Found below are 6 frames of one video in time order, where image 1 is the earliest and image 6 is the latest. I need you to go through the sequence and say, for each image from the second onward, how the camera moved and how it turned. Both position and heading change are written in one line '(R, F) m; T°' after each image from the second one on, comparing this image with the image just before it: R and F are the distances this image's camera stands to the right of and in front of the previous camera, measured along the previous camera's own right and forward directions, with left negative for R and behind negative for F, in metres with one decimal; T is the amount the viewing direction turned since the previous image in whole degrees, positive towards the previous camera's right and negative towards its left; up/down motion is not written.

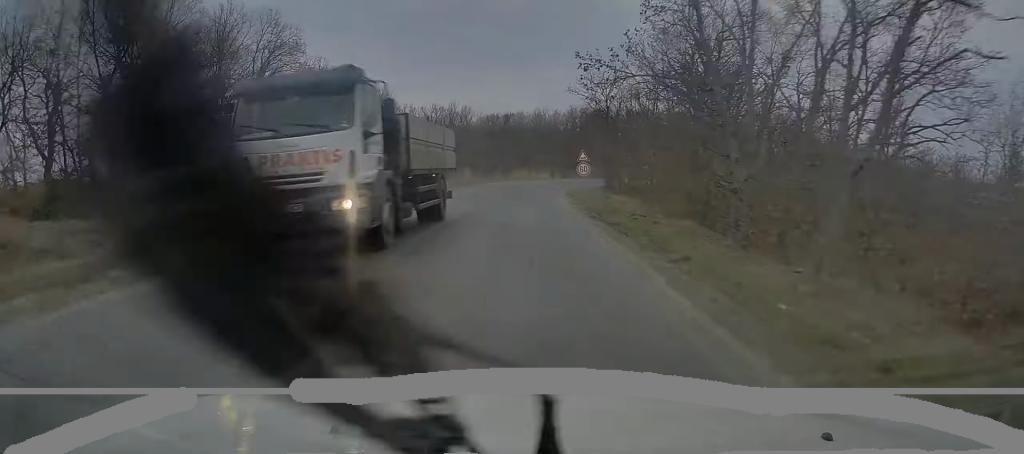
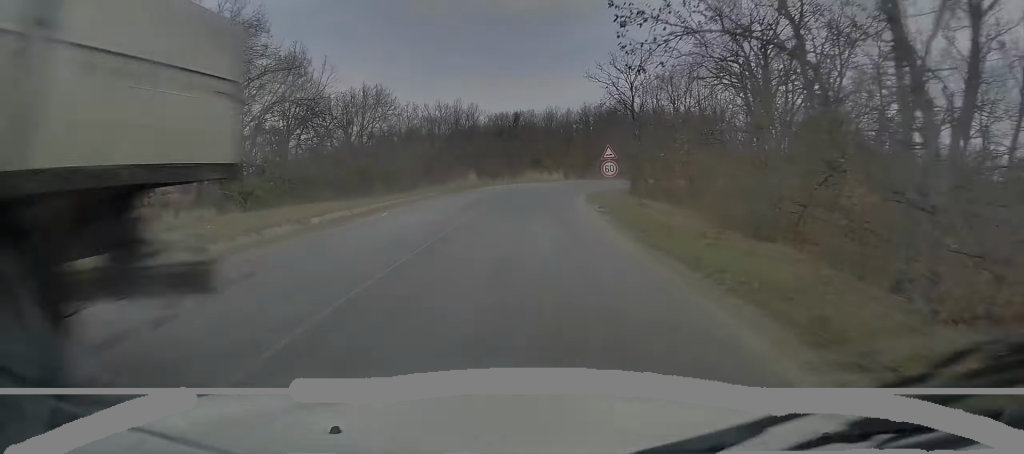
(0.0, +6.2) m; -1°
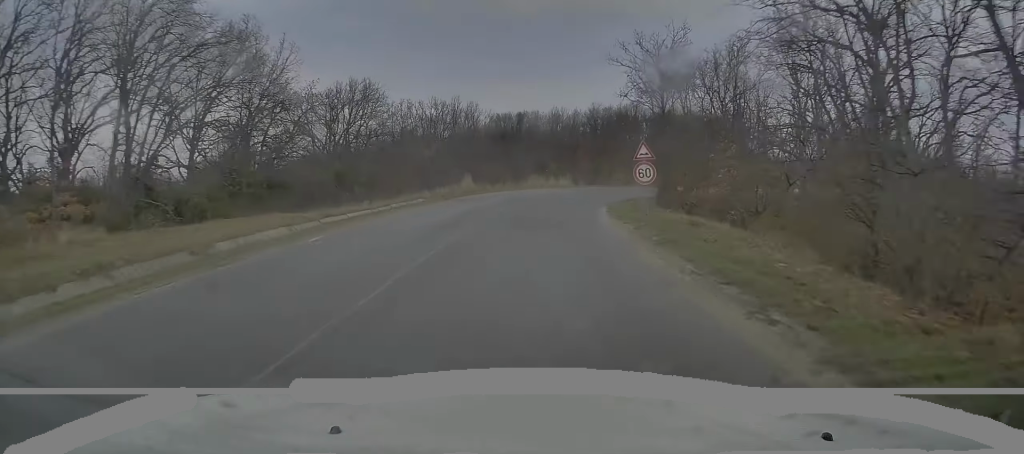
(-0.1, +7.6) m; 0°
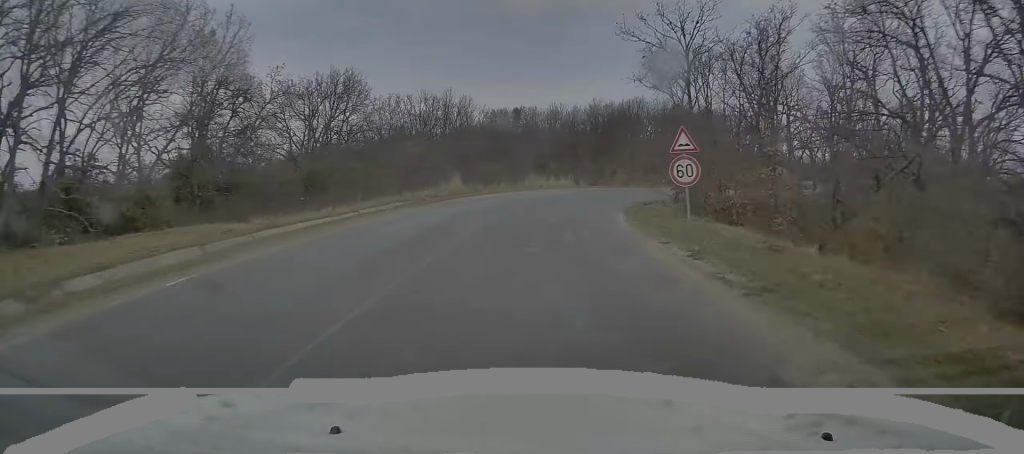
(-0.1, +5.7) m; +1°
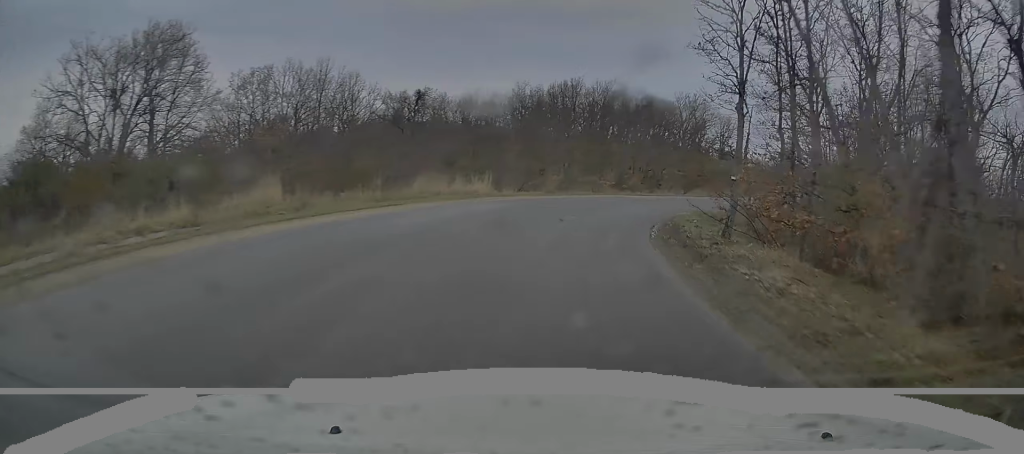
(+0.9, +19.8) m; +7°
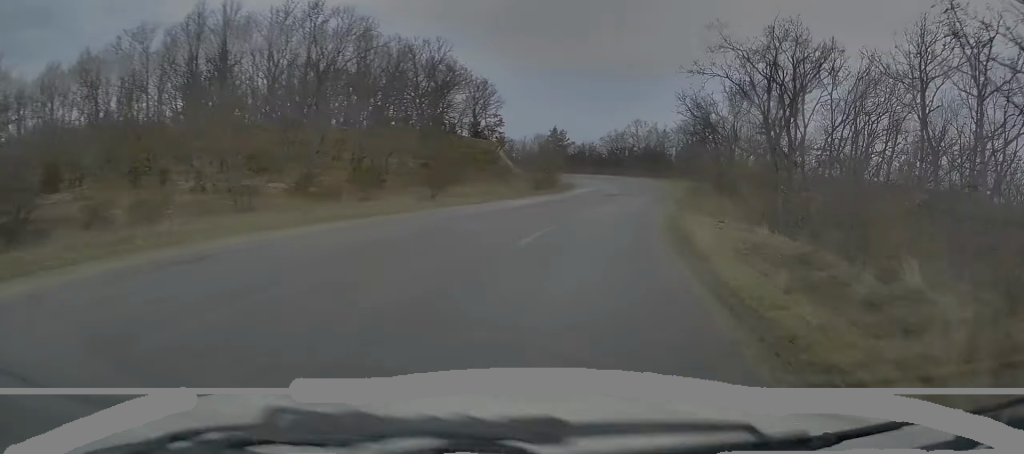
(+7.2, +33.7) m; +25°
